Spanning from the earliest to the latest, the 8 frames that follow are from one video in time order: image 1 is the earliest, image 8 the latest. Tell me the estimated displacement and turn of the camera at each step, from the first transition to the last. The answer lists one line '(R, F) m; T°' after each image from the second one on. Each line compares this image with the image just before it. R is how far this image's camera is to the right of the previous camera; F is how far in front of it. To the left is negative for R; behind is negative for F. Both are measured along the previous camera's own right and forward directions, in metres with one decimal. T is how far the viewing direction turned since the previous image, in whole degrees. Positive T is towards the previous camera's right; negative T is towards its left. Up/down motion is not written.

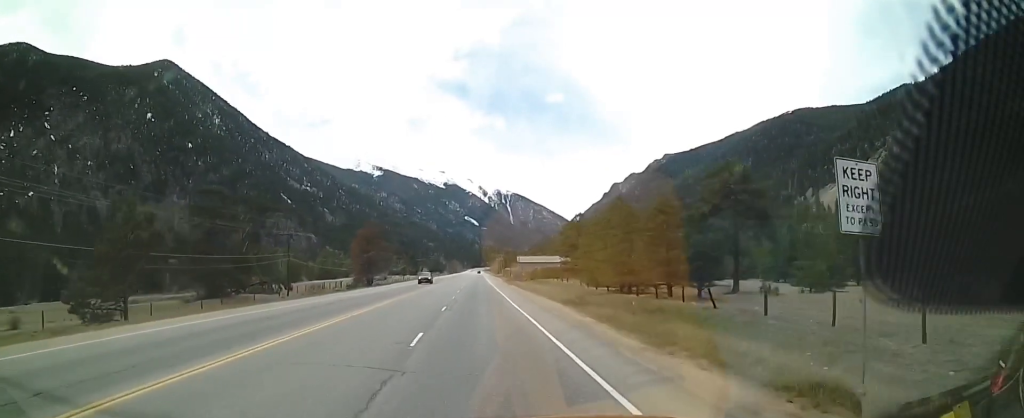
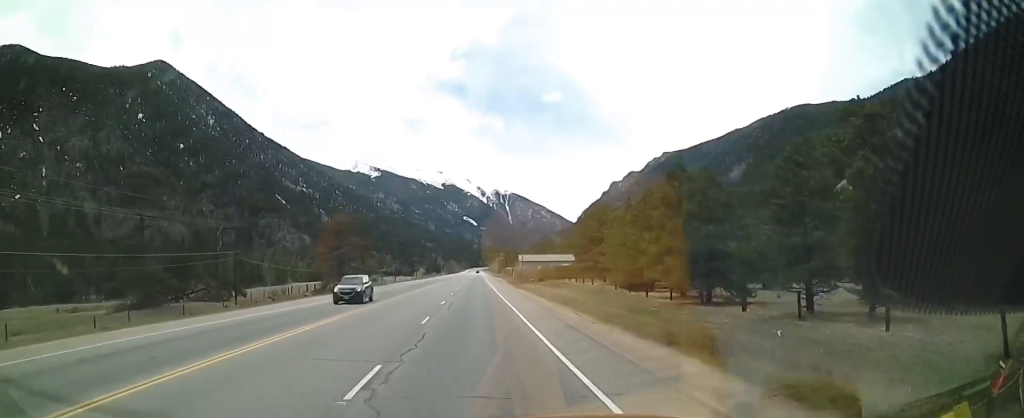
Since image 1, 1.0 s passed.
(-0.2, +18.3) m; -1°
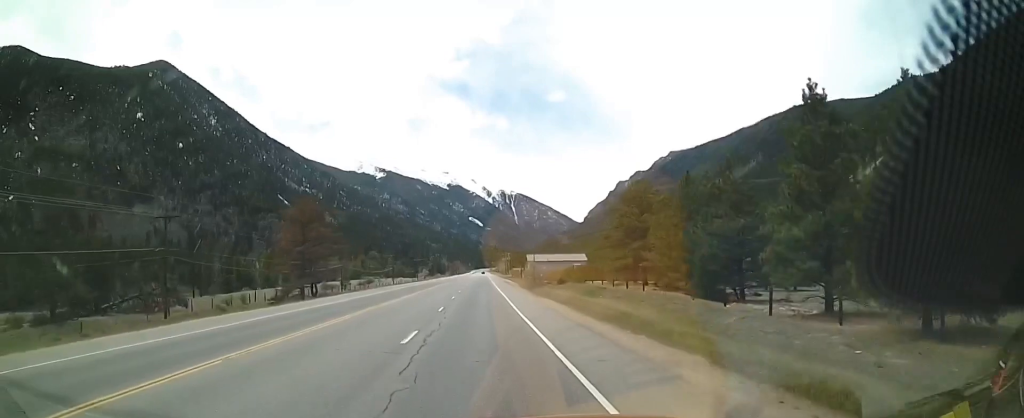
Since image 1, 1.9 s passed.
(+0.1, +17.7) m; -2°
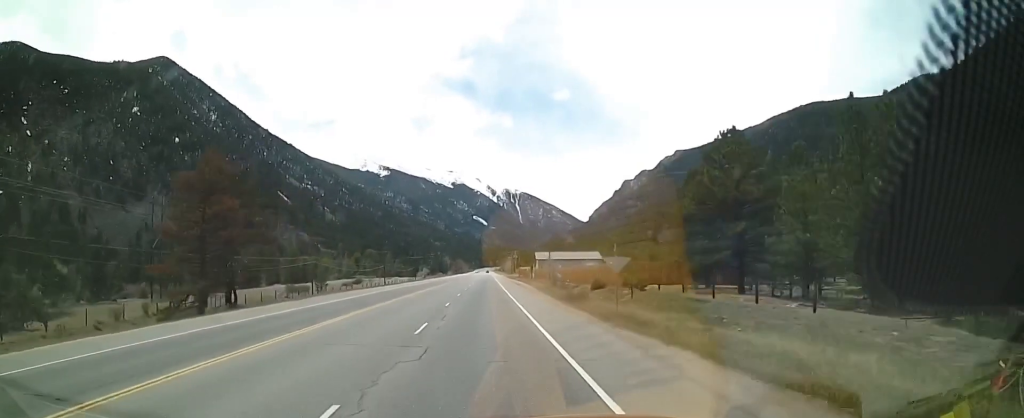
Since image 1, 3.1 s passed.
(-0.7, +22.4) m; -1°
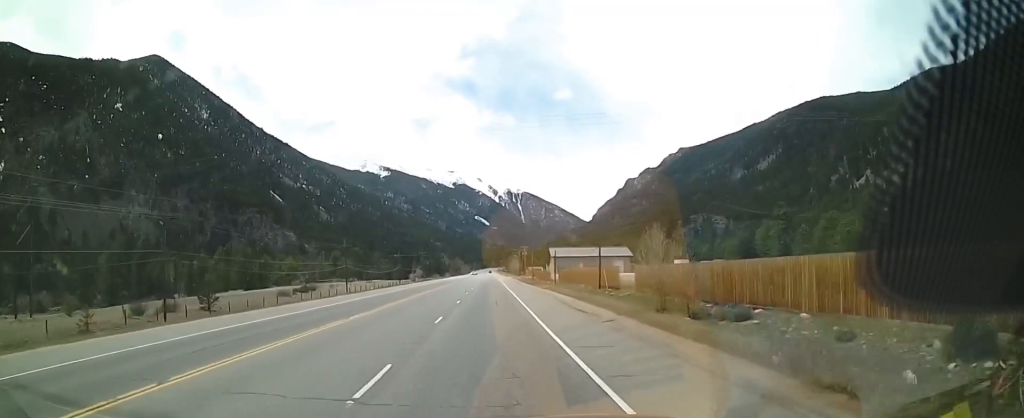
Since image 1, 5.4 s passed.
(-0.1, +45.9) m; -2°
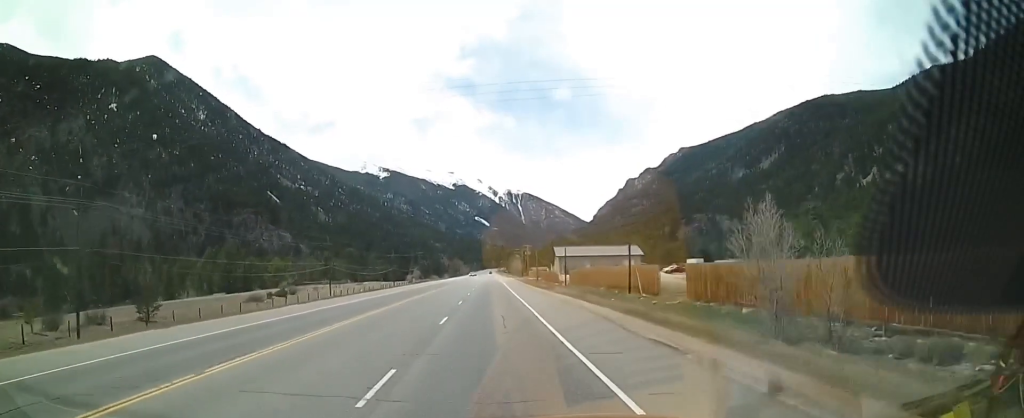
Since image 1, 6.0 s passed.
(-0.1, +12.3) m; 0°
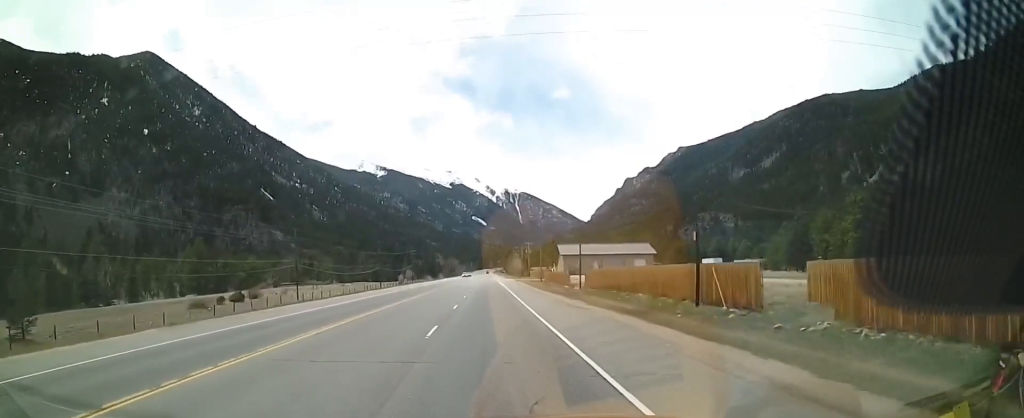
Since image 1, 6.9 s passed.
(0.0, +16.1) m; 0°
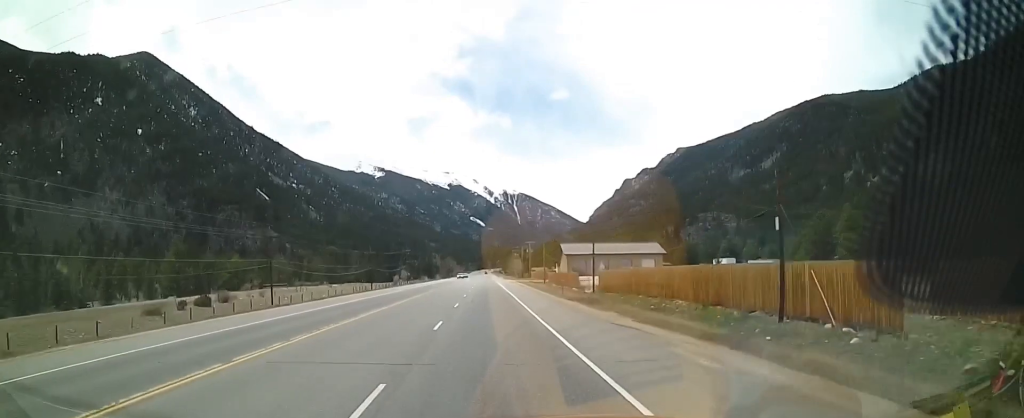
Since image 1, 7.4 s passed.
(0.0, +9.7) m; 0°
